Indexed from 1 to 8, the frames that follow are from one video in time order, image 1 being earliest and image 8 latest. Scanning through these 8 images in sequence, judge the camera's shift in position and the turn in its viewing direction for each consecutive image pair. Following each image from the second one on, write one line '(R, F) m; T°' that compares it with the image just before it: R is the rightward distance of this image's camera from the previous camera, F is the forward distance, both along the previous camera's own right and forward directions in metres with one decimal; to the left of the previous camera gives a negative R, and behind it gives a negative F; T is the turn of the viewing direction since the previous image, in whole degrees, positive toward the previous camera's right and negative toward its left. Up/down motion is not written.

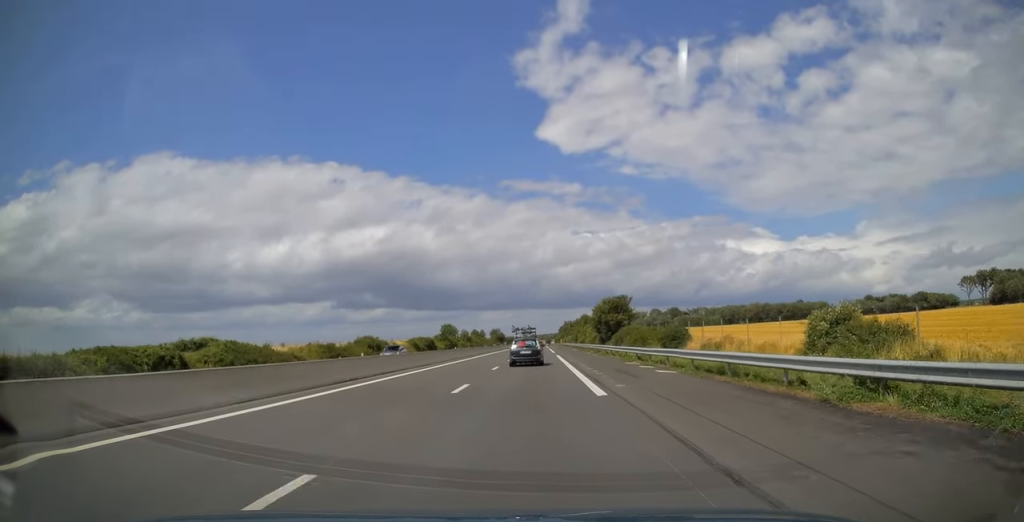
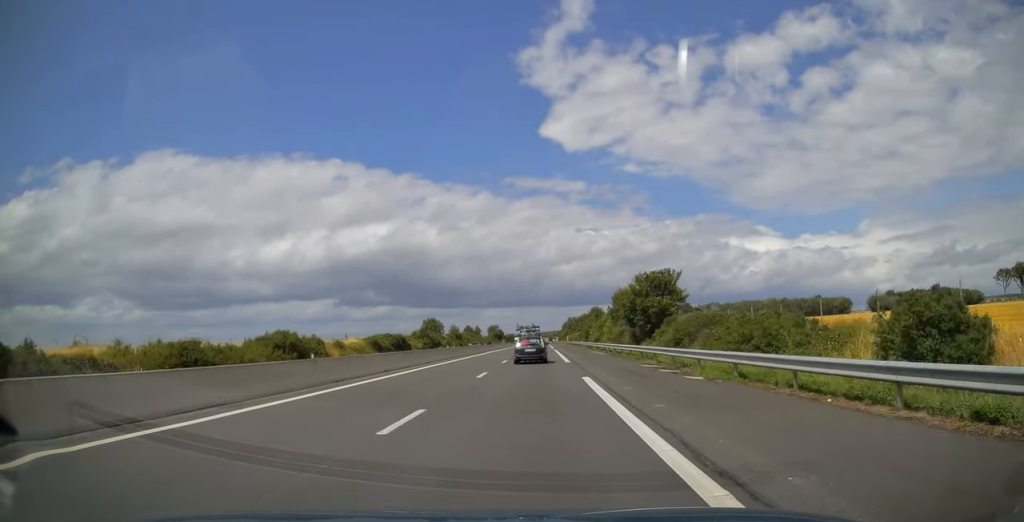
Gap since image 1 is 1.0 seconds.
(0.0, +33.1) m; 0°
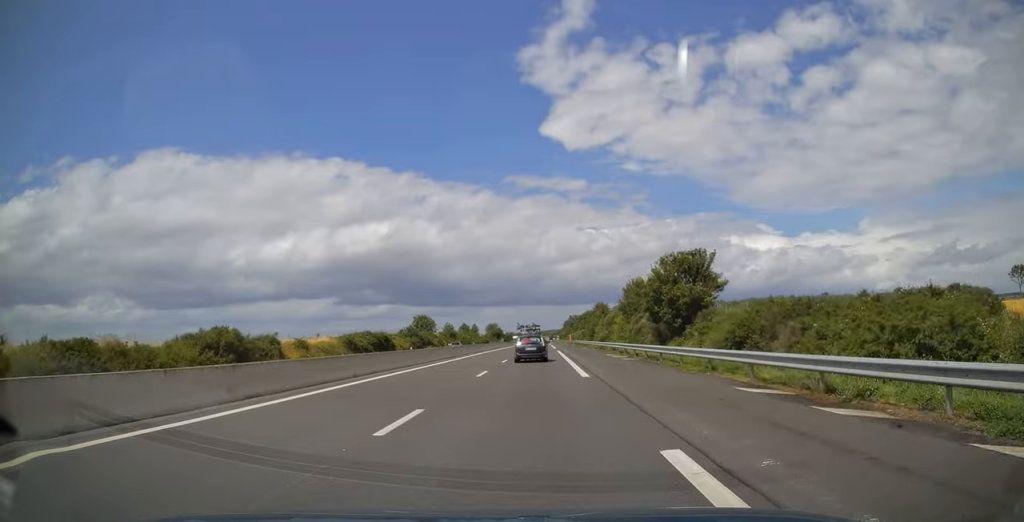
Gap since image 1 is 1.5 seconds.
(0.0, +13.3) m; 0°
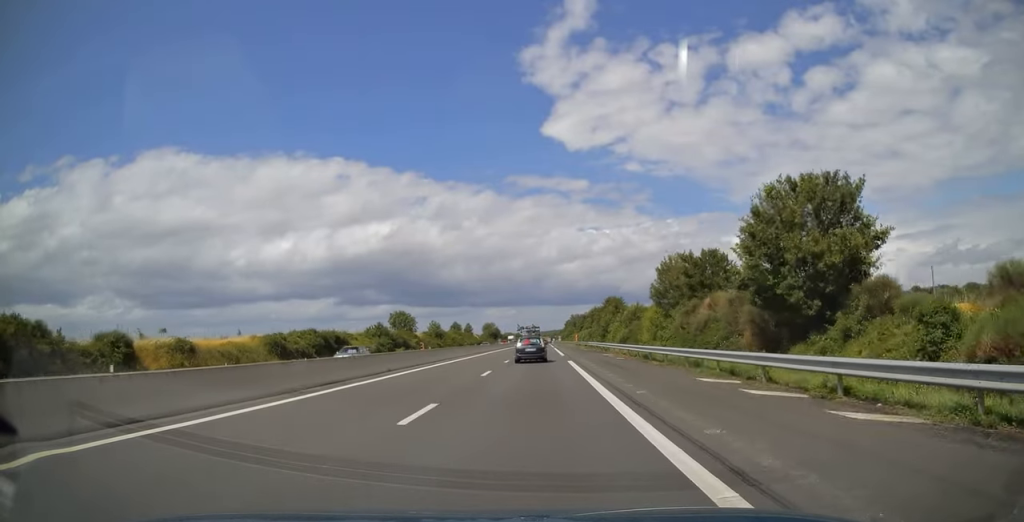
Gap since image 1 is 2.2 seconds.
(0.0, +25.0) m; 0°
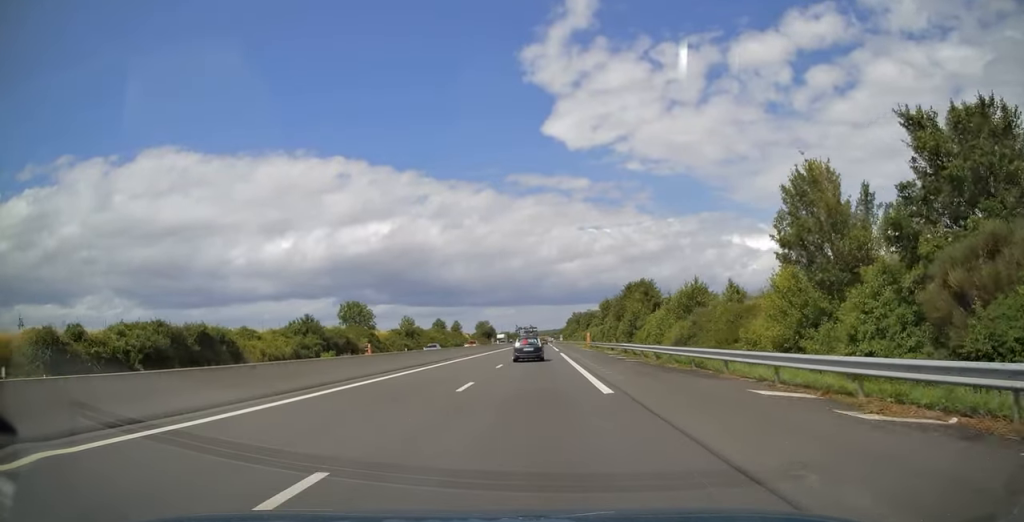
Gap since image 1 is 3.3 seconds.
(0.0, +33.1) m; 0°
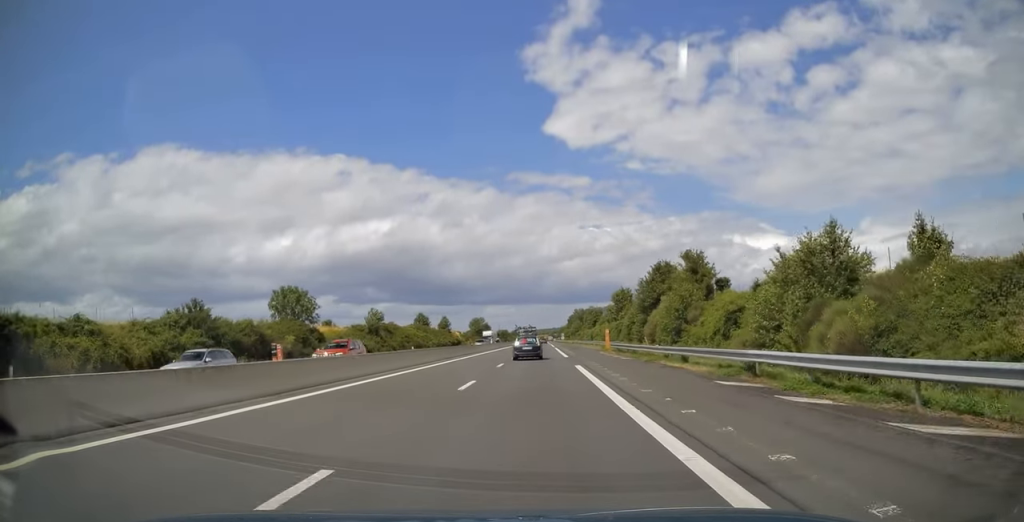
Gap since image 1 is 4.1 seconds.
(-0.1, +26.0) m; 0°
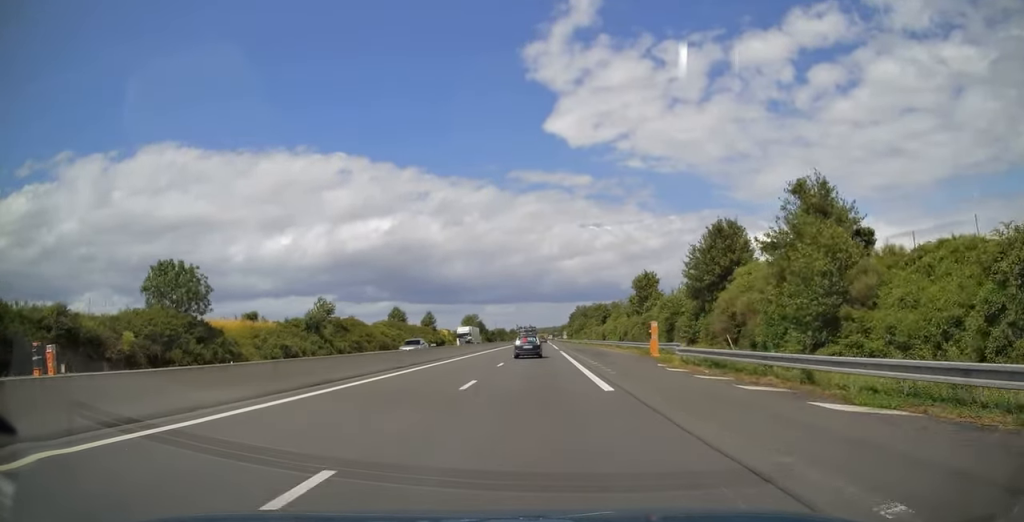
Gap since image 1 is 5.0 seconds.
(0.0, +26.4) m; 0°
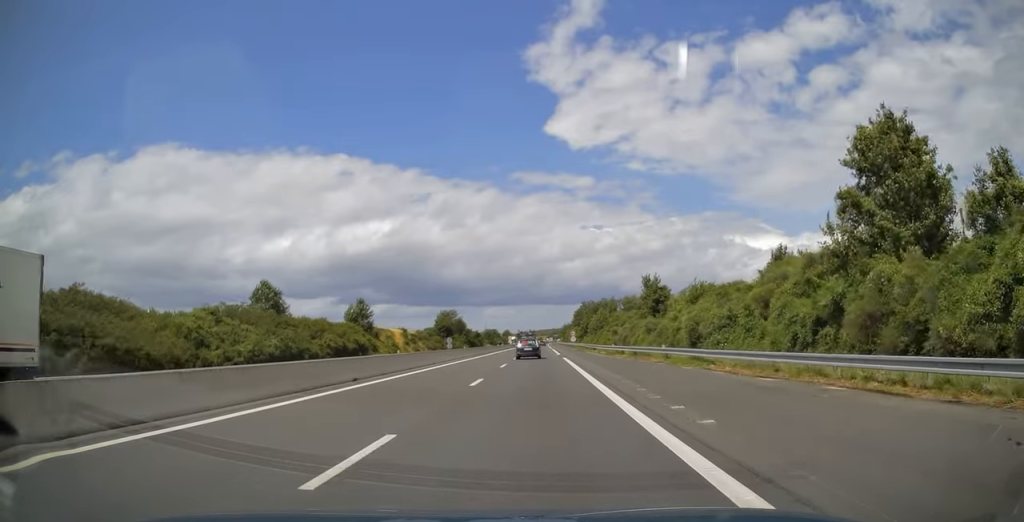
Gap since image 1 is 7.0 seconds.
(+0.1, +62.7) m; 0°
